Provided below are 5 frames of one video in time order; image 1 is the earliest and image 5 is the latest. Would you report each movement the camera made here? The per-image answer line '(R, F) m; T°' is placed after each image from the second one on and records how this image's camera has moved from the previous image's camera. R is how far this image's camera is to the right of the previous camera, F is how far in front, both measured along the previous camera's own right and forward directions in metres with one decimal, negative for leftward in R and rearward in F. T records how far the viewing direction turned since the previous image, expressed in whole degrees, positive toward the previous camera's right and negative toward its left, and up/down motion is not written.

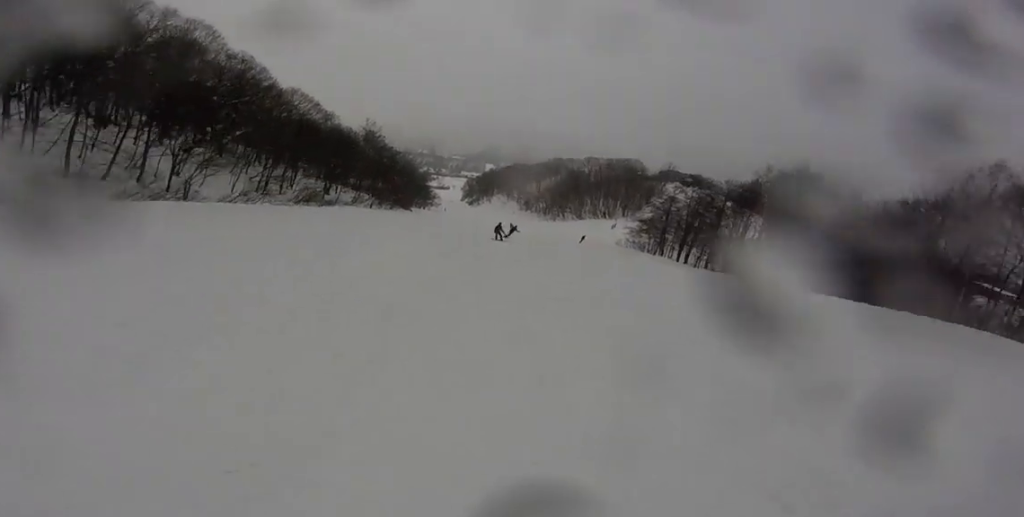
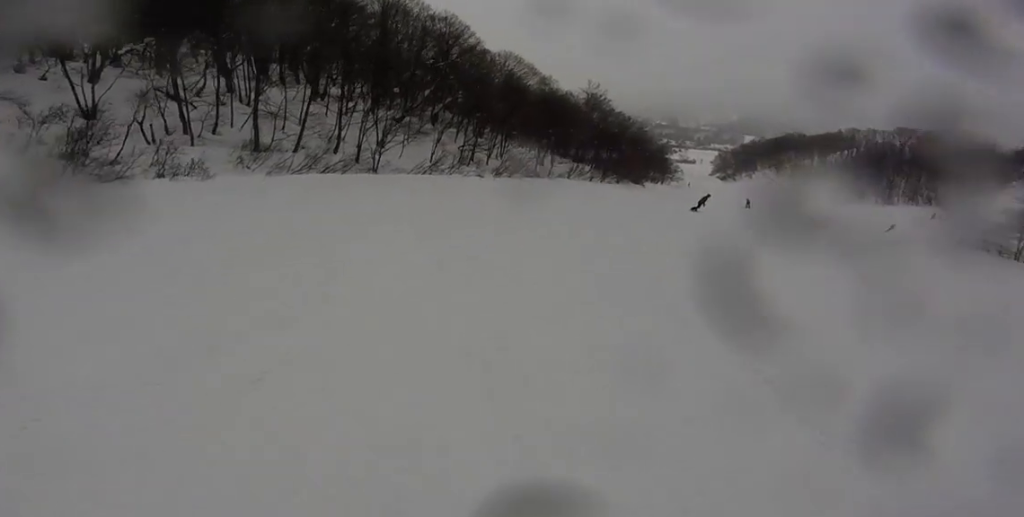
(-1.7, +9.0) m; -8°
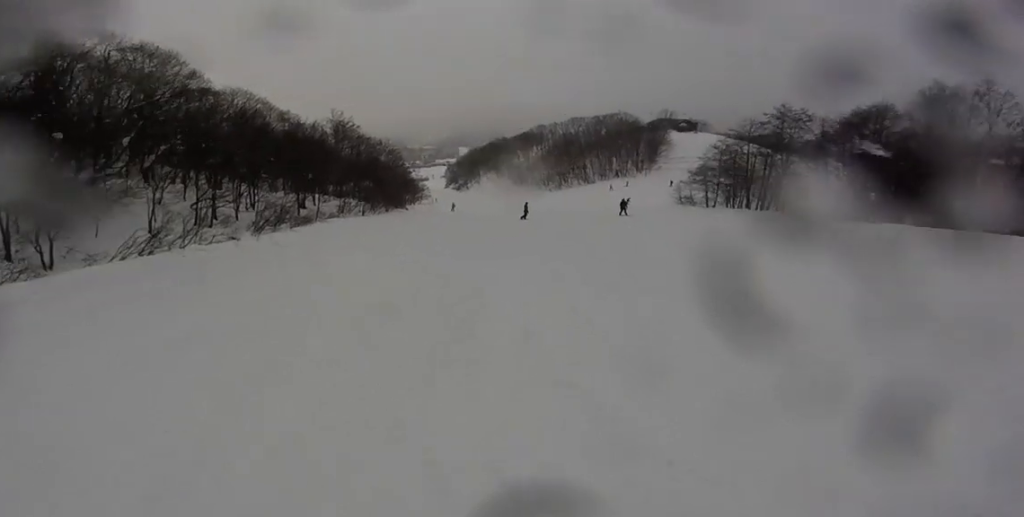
(+1.8, +9.4) m; +19°
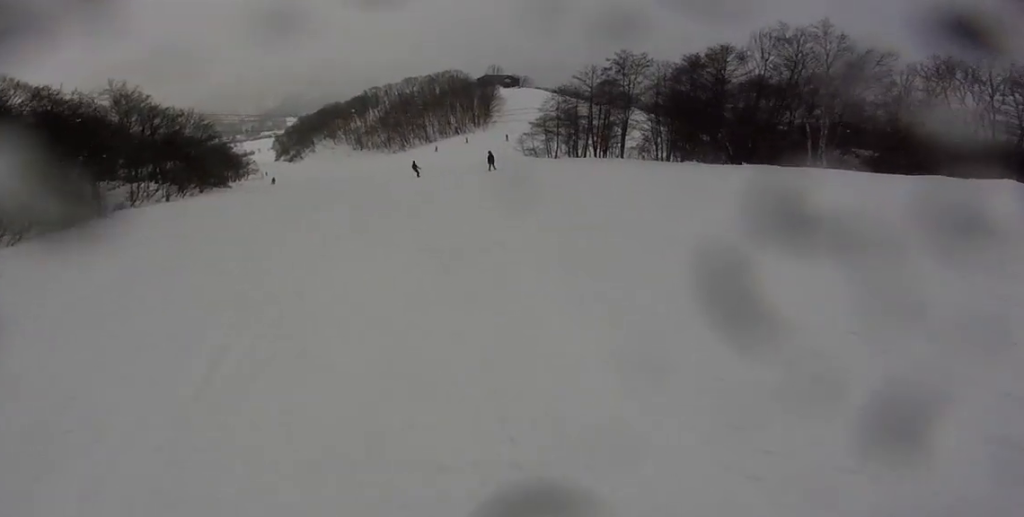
(-0.1, +7.2) m; +2°
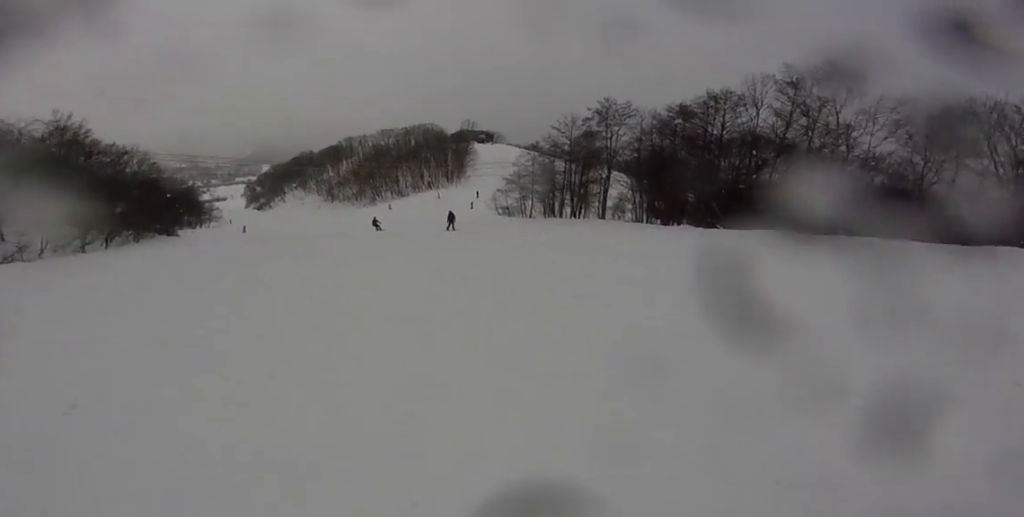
(+0.4, +6.2) m; +4°
